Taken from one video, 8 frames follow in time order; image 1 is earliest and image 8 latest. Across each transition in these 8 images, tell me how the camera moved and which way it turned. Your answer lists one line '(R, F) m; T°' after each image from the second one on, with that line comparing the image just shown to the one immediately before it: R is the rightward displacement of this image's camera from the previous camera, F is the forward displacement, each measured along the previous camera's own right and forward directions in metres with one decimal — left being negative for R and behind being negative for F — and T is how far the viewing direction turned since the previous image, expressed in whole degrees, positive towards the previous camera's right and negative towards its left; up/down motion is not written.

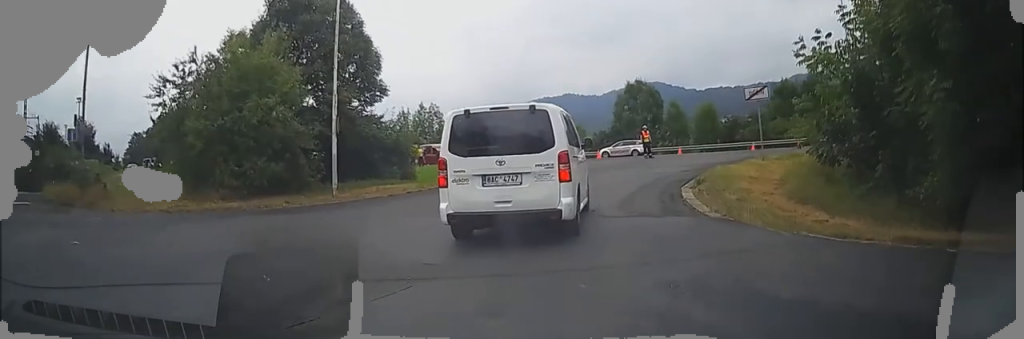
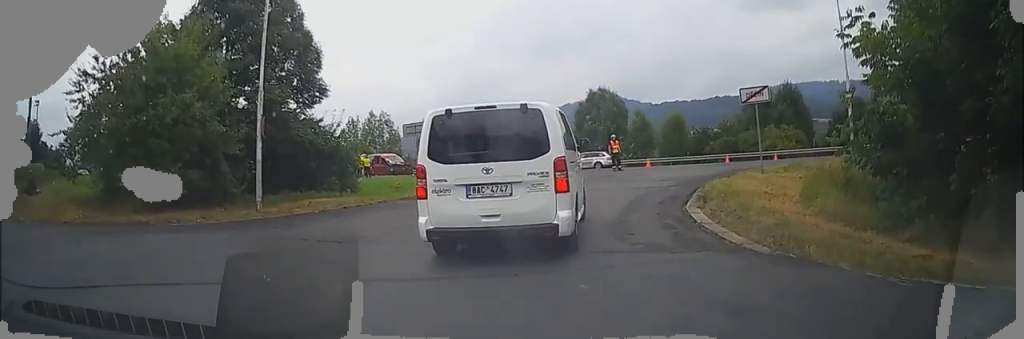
(+0.2, +3.6) m; +6°
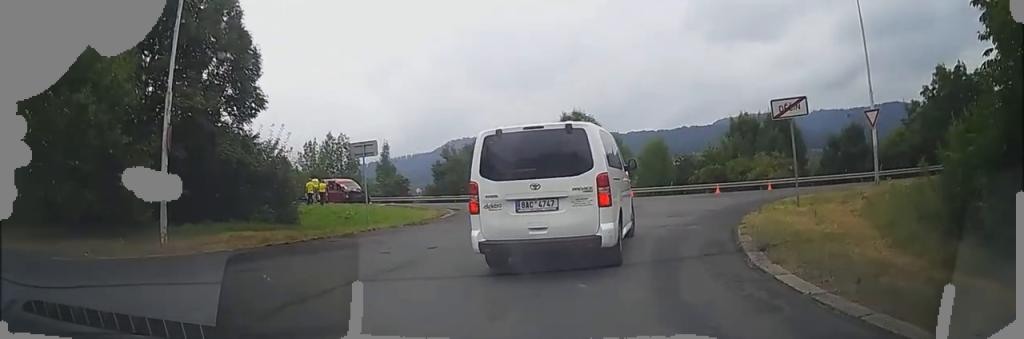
(+0.4, +4.8) m; +8°
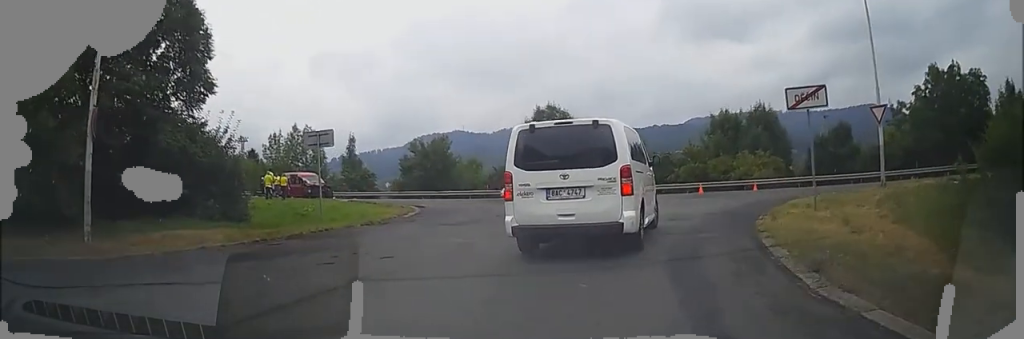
(+0.1, +2.7) m; +3°
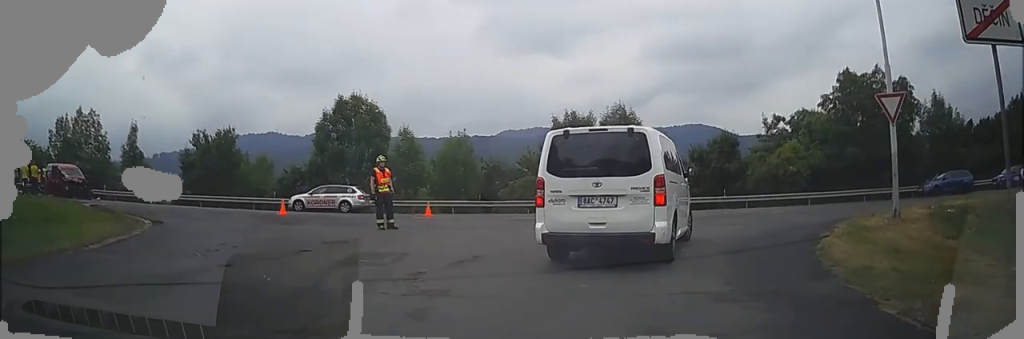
(+1.1, +9.3) m; +14°
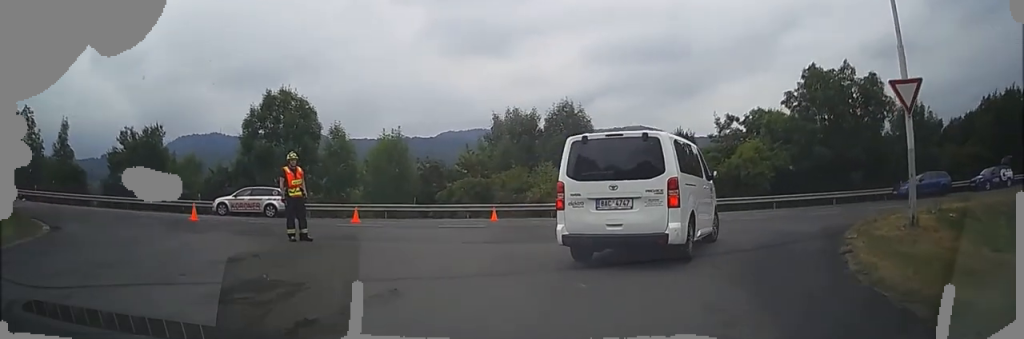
(+0.1, +2.8) m; +7°
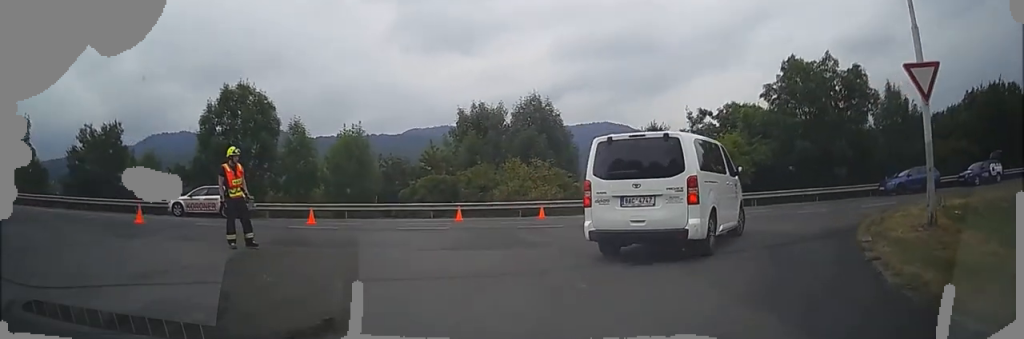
(0.0, +1.6) m; +5°
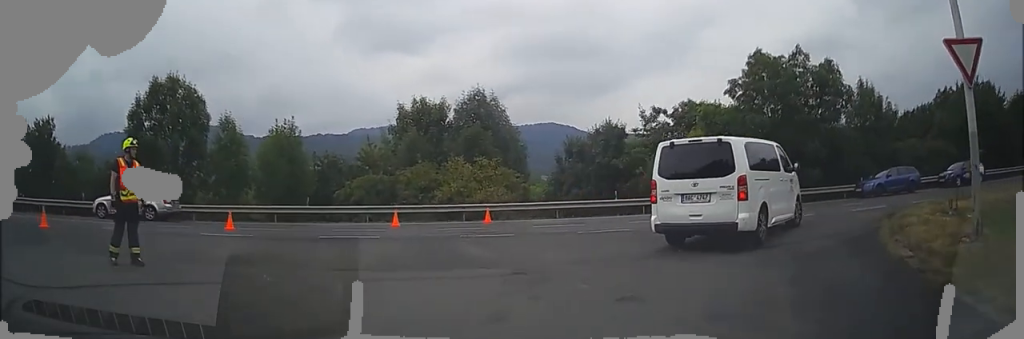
(+0.2, +2.9) m; +10°
